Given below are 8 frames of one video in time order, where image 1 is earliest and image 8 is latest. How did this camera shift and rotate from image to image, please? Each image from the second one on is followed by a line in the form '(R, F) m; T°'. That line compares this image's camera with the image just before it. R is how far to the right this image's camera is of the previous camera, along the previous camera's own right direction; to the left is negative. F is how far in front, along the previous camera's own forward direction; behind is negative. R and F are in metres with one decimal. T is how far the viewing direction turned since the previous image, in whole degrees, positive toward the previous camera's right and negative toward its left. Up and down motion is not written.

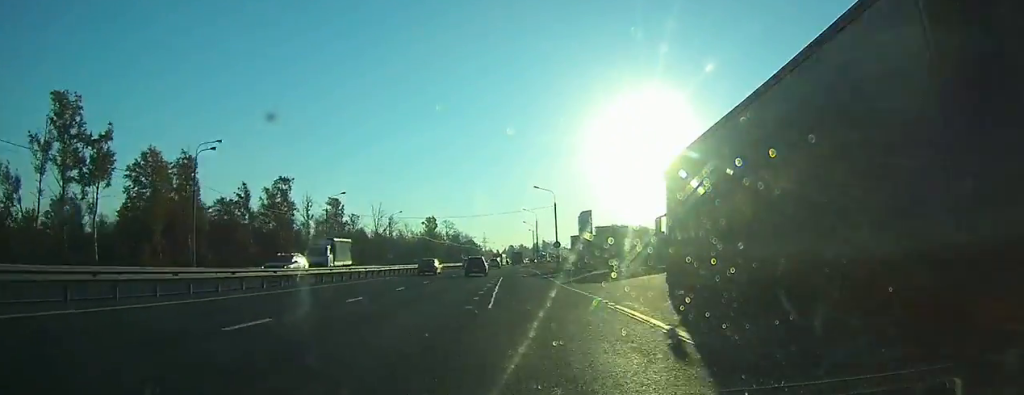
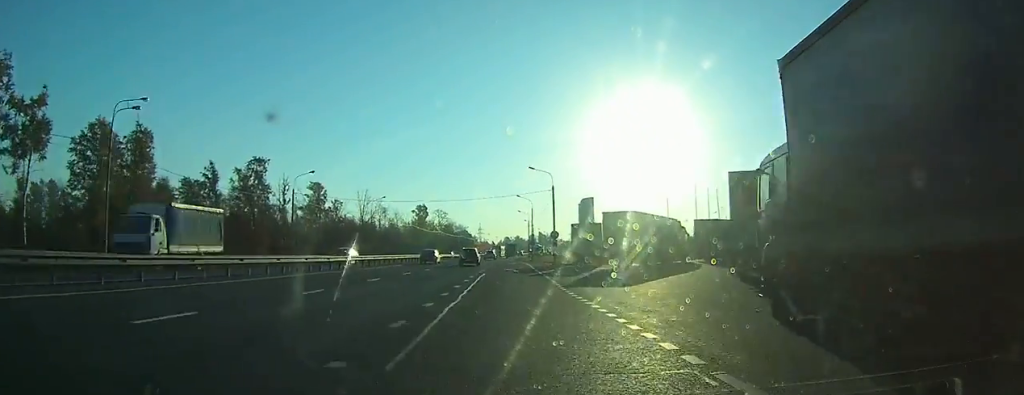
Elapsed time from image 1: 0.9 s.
(+0.1, +10.4) m; +2°
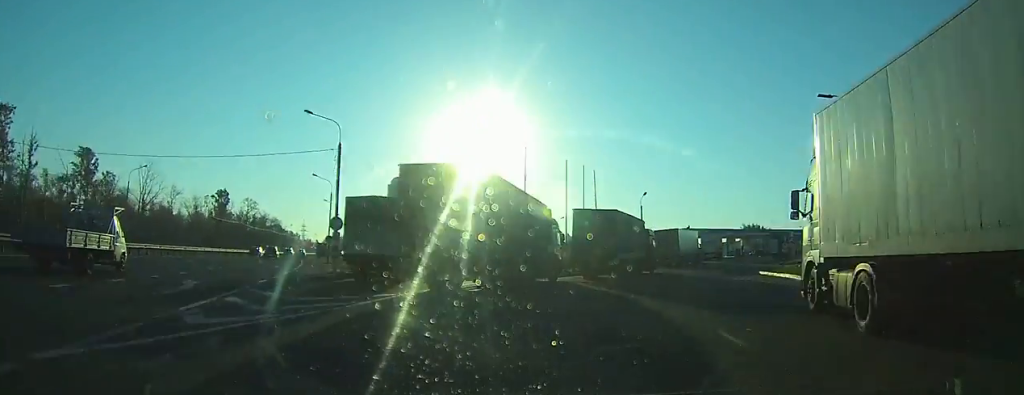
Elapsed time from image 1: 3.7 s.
(+2.1, +29.0) m; +14°
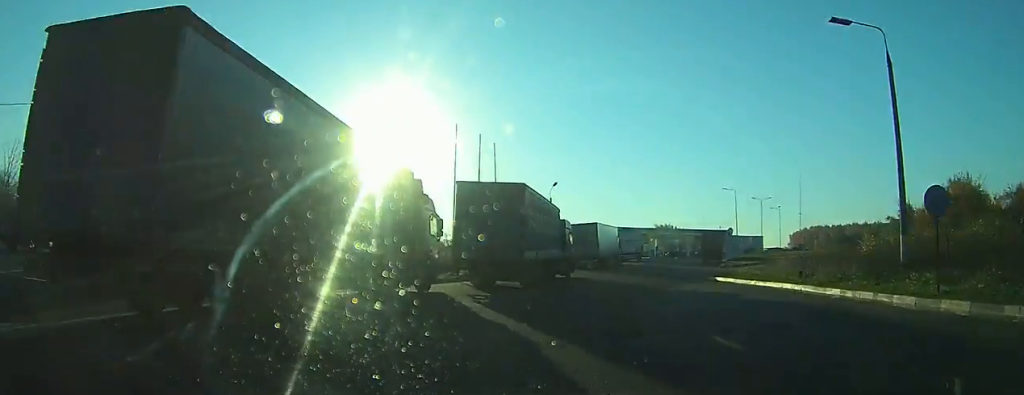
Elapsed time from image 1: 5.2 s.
(+1.3, +12.0) m; +10°
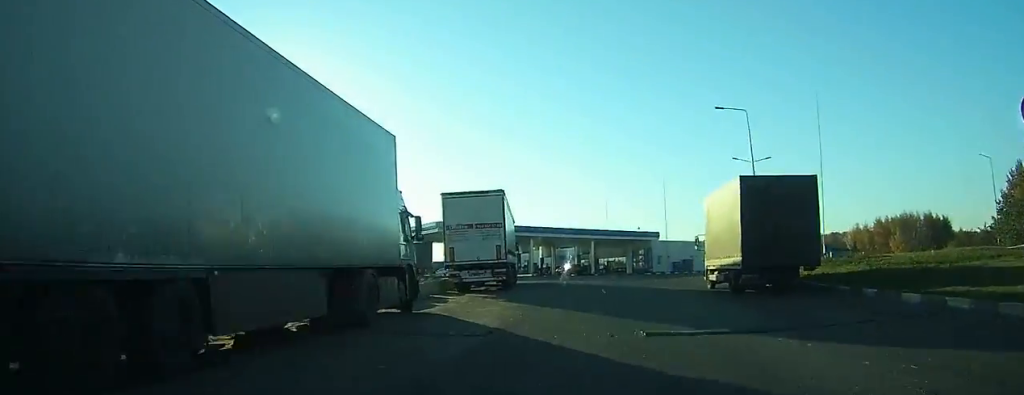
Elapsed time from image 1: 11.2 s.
(+9.9, +48.0) m; +17°
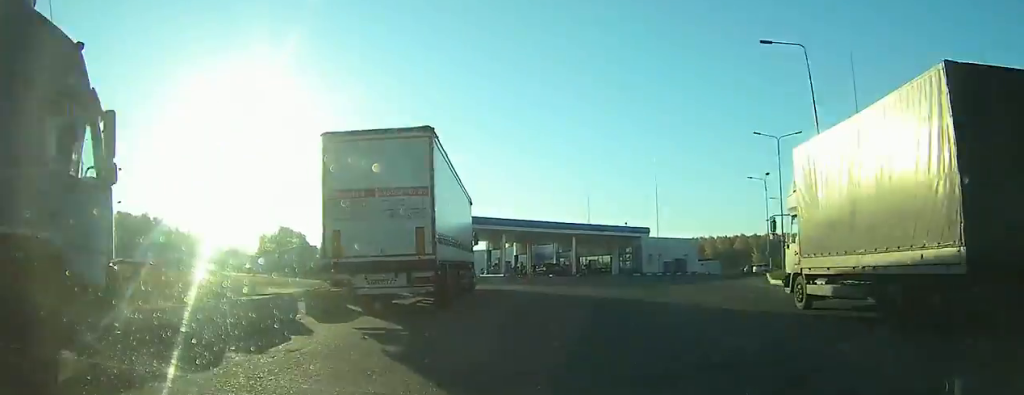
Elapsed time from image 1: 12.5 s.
(0.0, +10.8) m; +1°
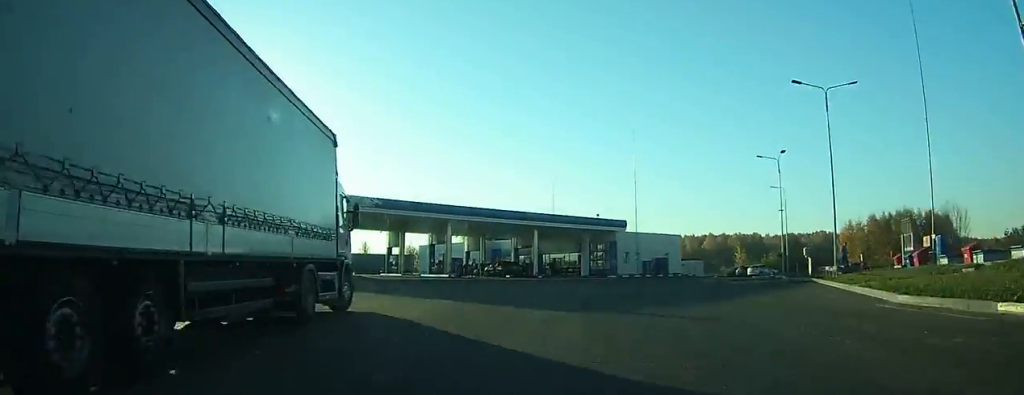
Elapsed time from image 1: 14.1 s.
(+0.2, +12.0) m; +2°
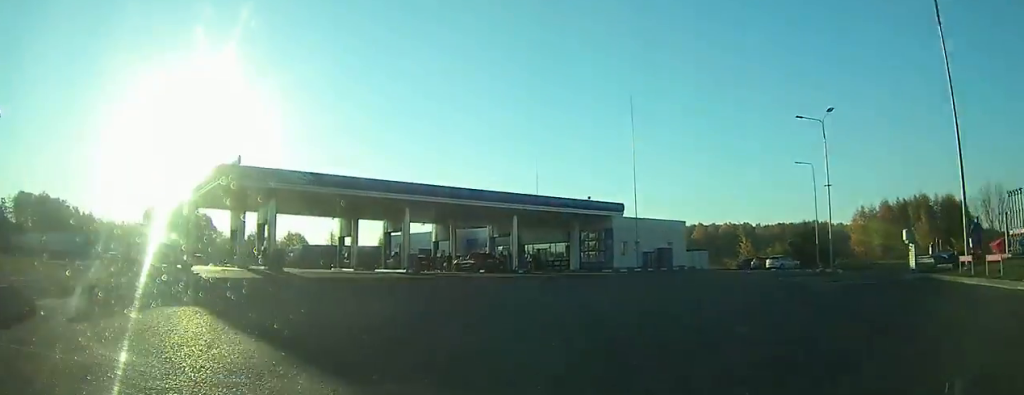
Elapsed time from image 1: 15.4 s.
(+0.2, +10.1) m; +2°
